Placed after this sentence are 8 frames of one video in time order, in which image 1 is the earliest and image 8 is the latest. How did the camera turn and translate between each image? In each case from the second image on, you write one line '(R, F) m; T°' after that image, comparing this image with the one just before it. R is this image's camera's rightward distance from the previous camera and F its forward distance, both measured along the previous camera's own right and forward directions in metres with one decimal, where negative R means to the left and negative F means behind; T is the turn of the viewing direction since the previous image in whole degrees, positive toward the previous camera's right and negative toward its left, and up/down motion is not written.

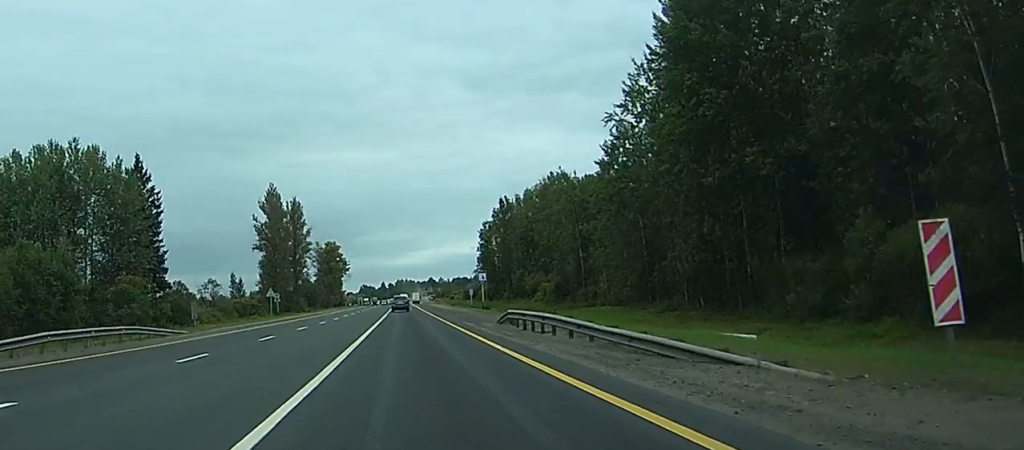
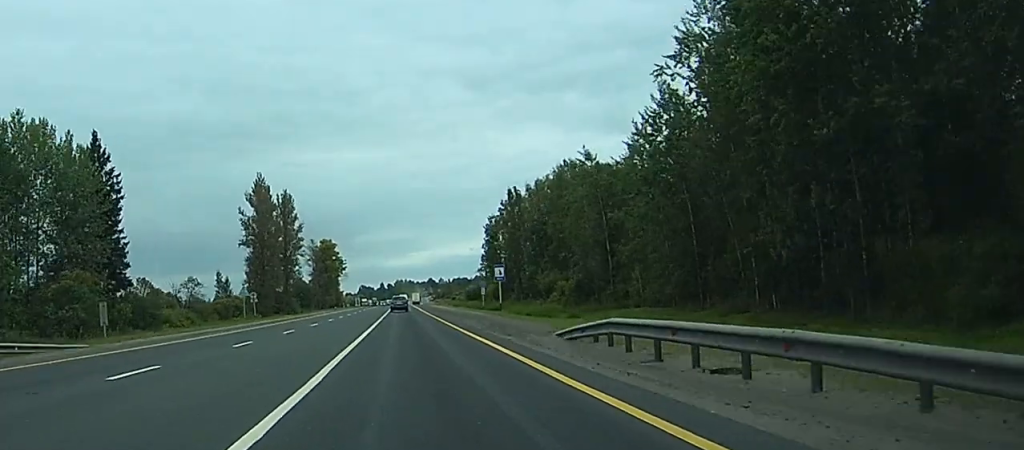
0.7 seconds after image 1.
(0.0, +16.8) m; 0°
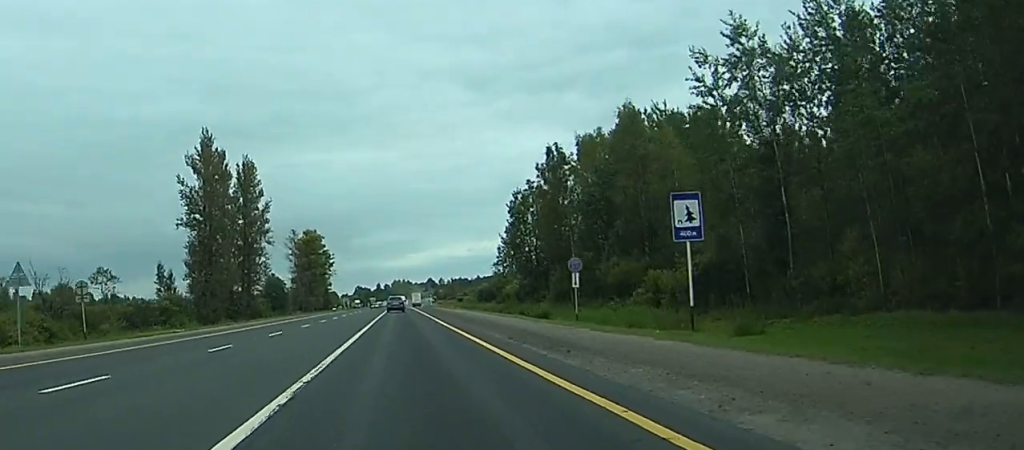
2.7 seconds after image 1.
(0.0, +50.2) m; 0°
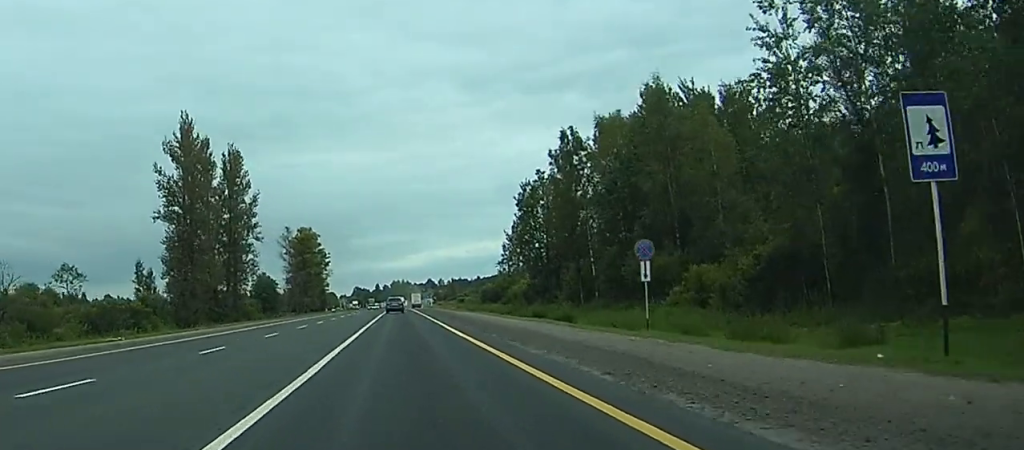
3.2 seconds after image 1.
(0.0, +12.5) m; 0°
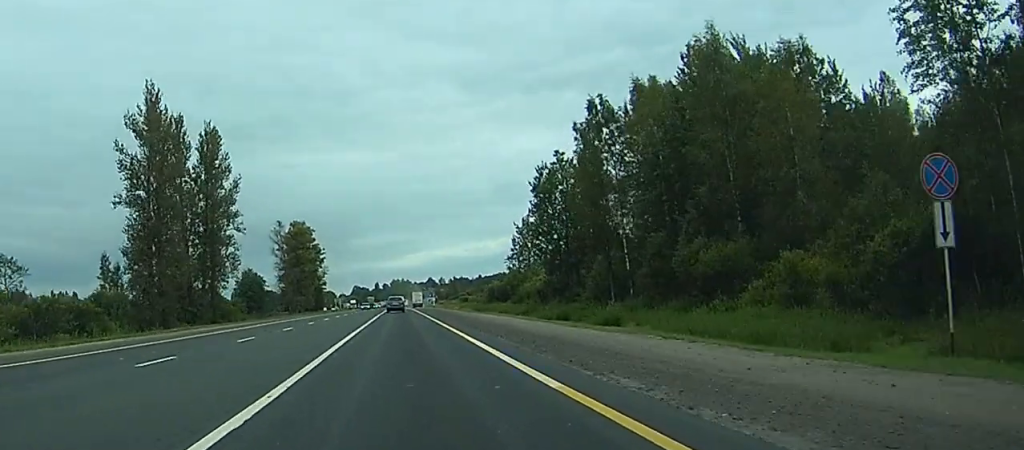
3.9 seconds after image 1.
(0.0, +17.6) m; 0°
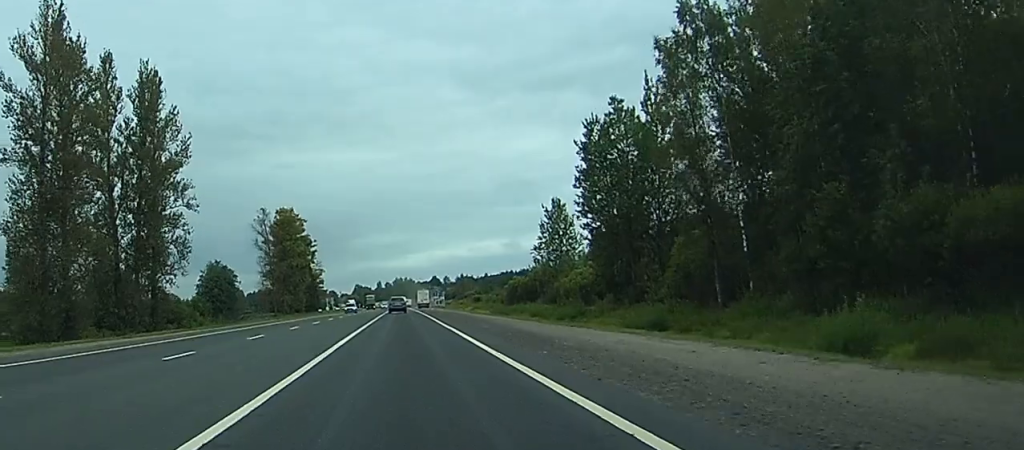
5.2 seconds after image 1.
(-0.1, +33.5) m; 0°
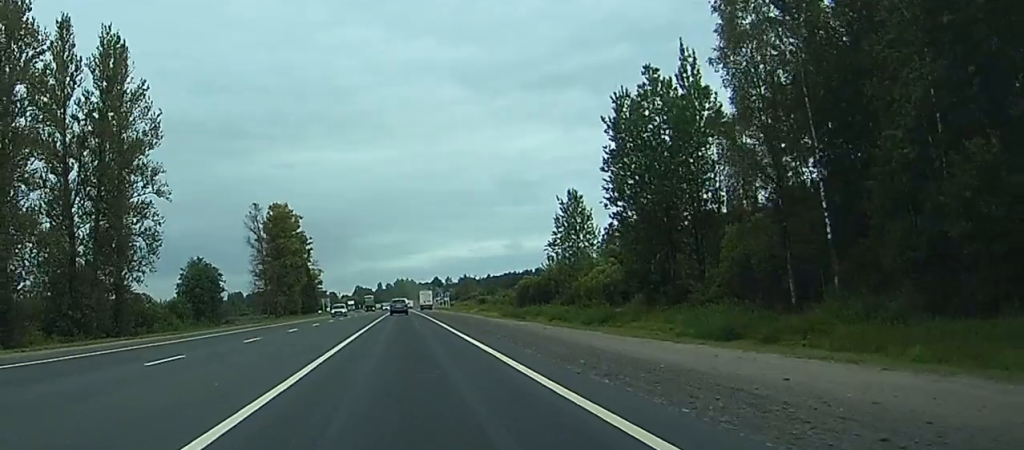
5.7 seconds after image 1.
(0.0, +13.4) m; 0°
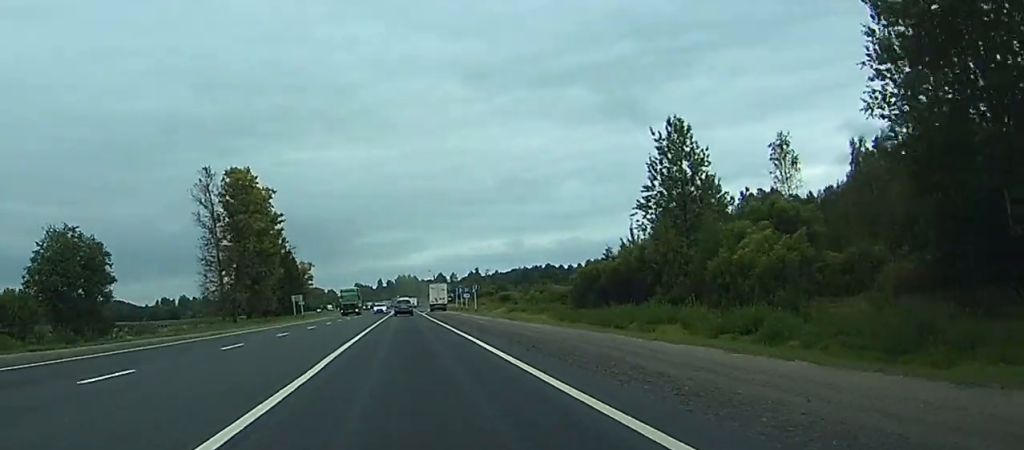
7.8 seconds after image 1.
(-0.1, +52.4) m; +1°
